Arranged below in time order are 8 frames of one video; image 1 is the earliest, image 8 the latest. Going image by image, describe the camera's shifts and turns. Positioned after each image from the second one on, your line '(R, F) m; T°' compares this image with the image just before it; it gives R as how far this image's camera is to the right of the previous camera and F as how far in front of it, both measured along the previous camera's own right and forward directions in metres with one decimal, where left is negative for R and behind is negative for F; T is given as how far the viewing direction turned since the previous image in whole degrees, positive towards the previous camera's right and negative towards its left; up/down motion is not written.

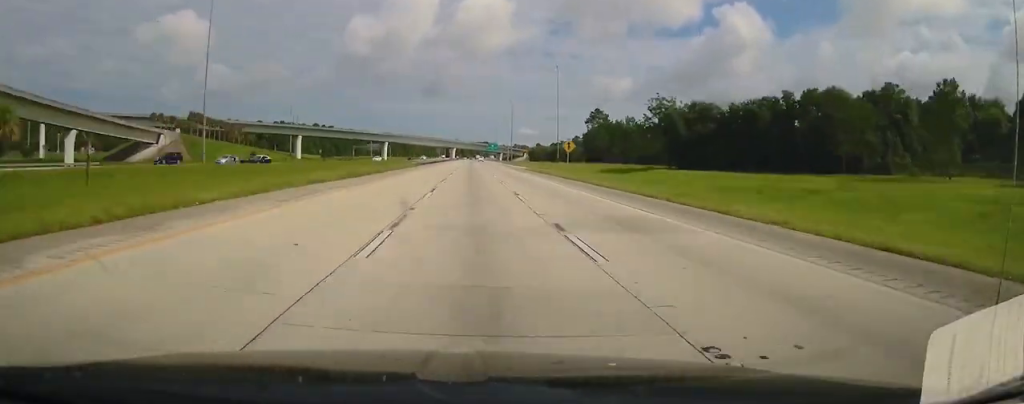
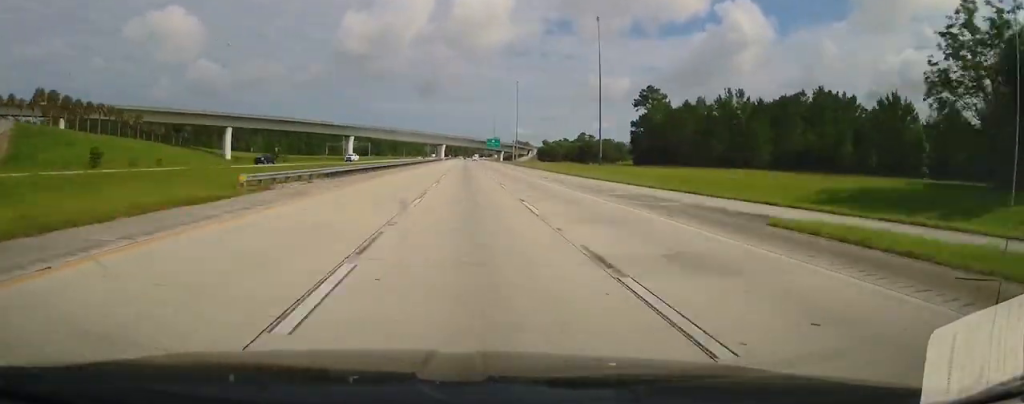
(+0.2, +77.1) m; 0°
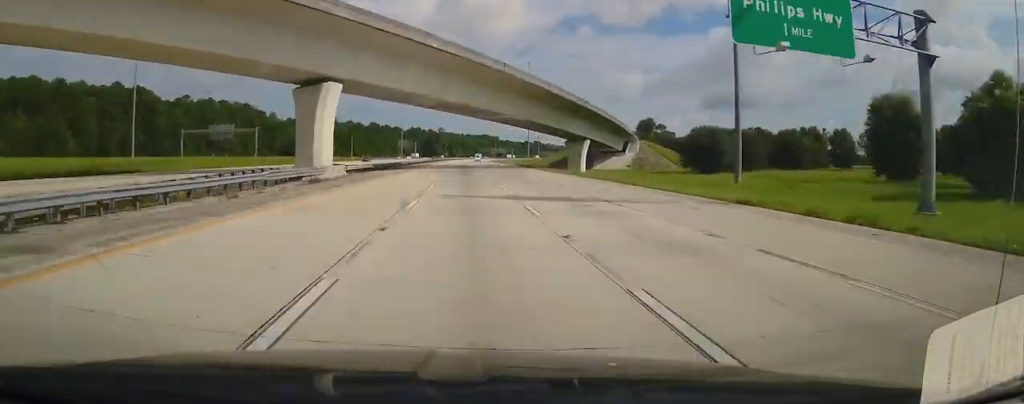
(+0.6, +231.1) m; 0°
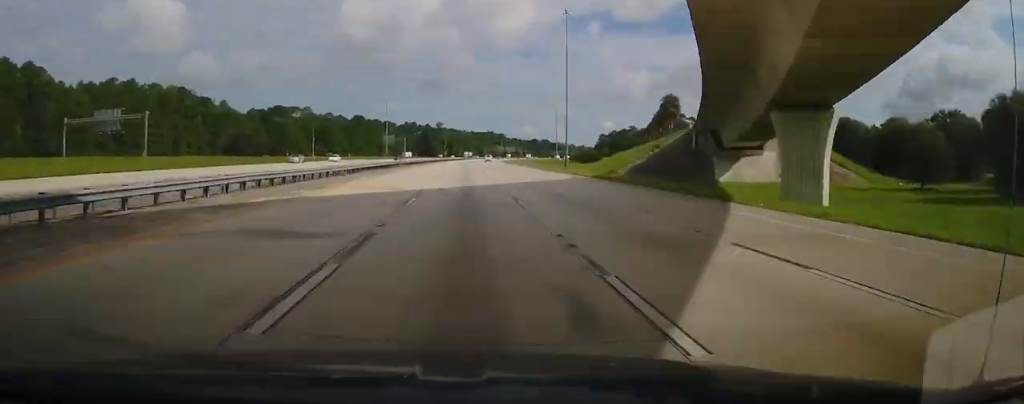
(+0.1, +72.4) m; +1°
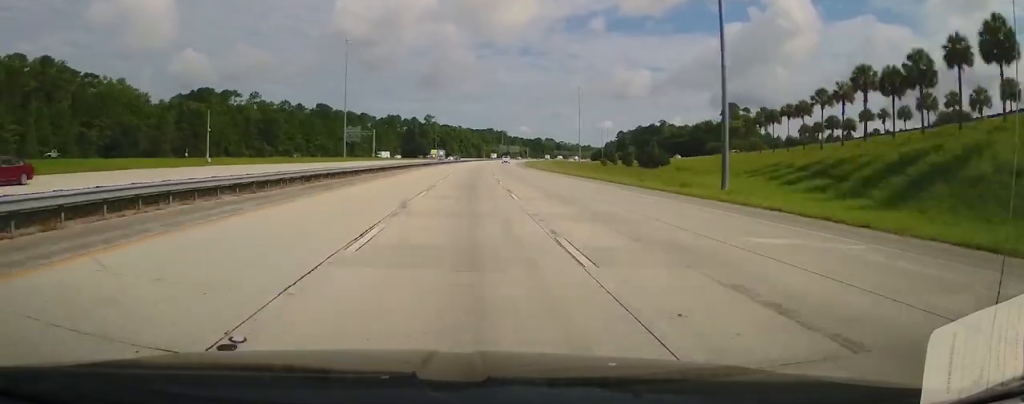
(-0.5, +81.3) m; +2°
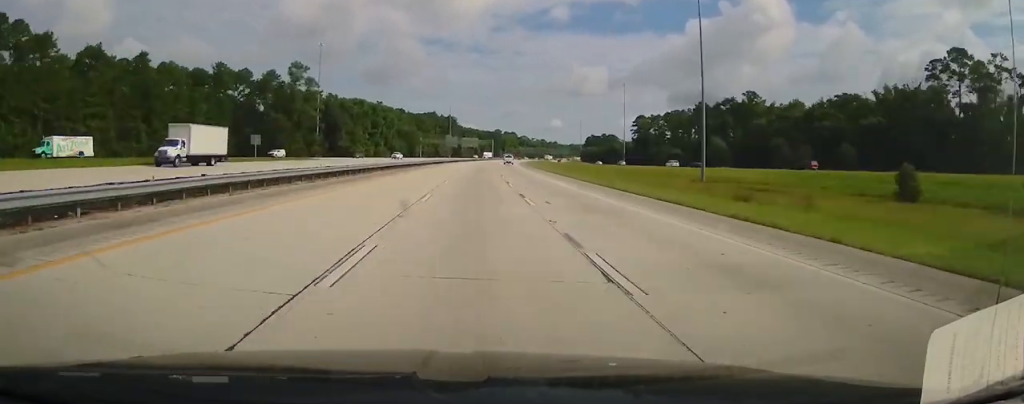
(+9.1, +183.9) m; +6°
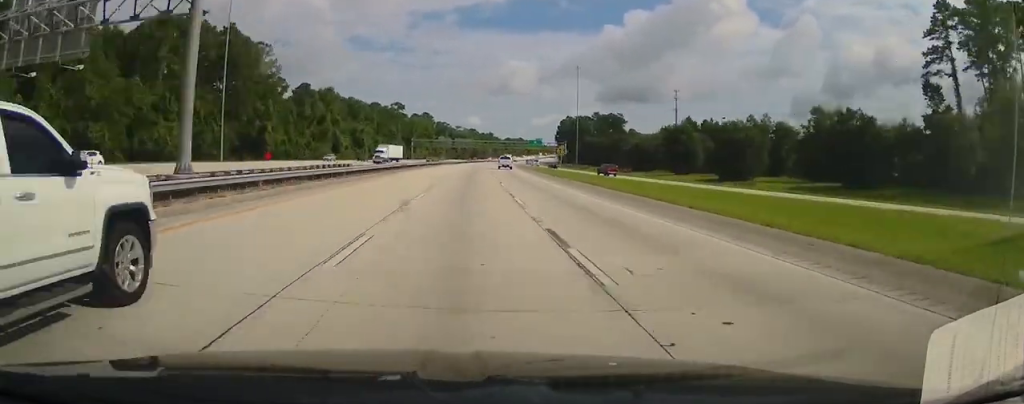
(+19.2, +257.0) m; +8°
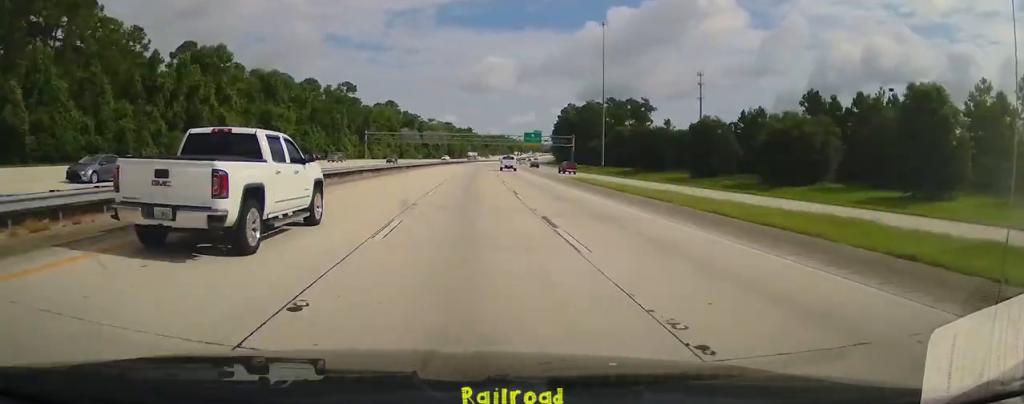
(+2.1, +71.5) m; +2°
